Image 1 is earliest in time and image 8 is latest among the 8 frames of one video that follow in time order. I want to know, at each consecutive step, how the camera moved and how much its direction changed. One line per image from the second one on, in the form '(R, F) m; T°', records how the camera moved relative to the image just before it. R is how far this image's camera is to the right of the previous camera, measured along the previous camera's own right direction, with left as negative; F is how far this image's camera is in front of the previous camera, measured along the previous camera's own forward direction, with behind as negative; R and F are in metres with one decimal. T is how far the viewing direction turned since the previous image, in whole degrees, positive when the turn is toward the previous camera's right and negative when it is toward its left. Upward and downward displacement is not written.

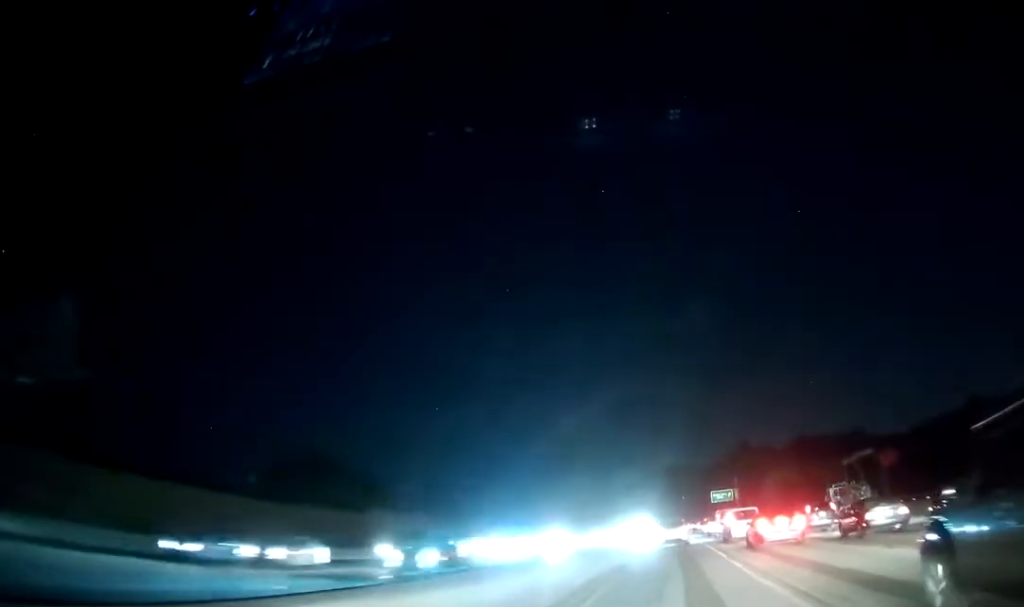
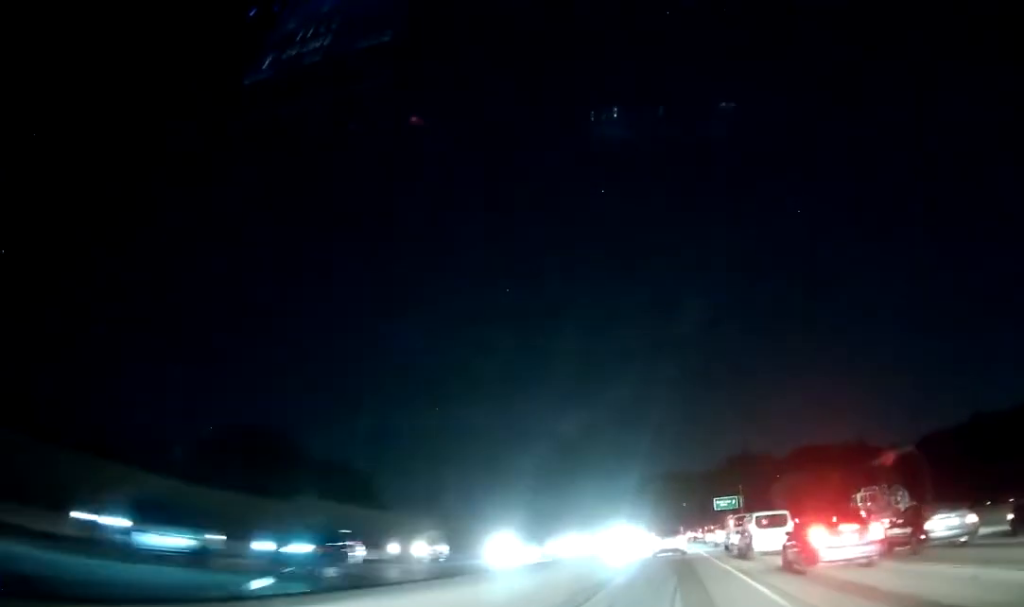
(+0.3, +13.7) m; +1°
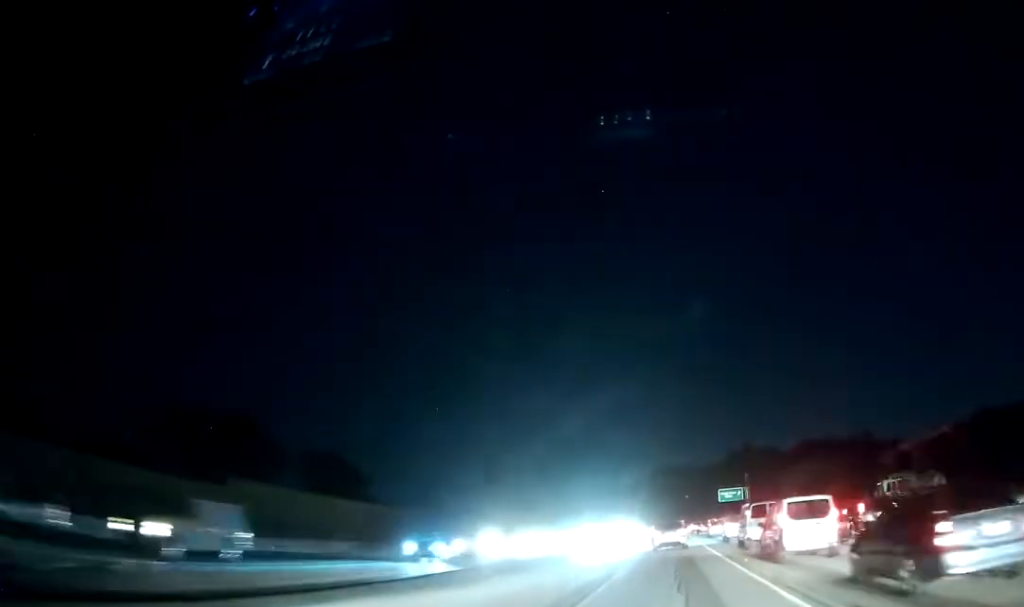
(0.0, +9.9) m; 0°
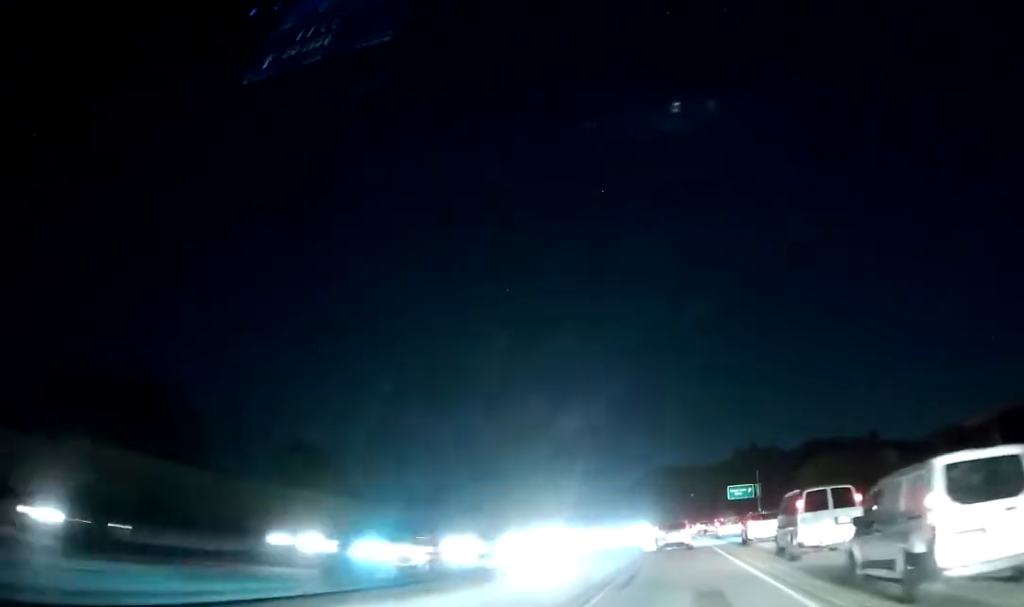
(0.0, +14.9) m; 0°
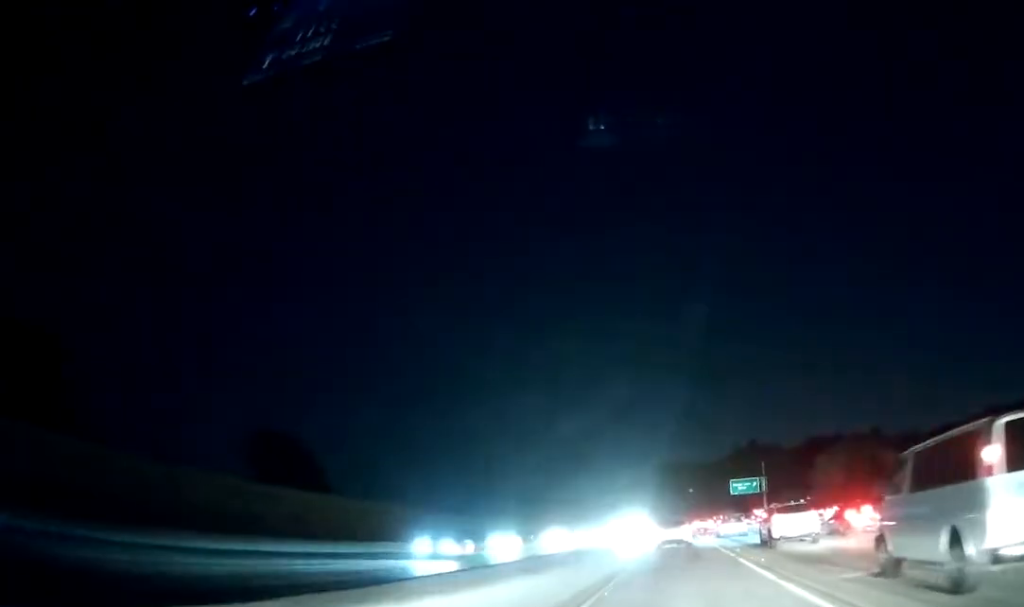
(0.0, +17.5) m; -1°
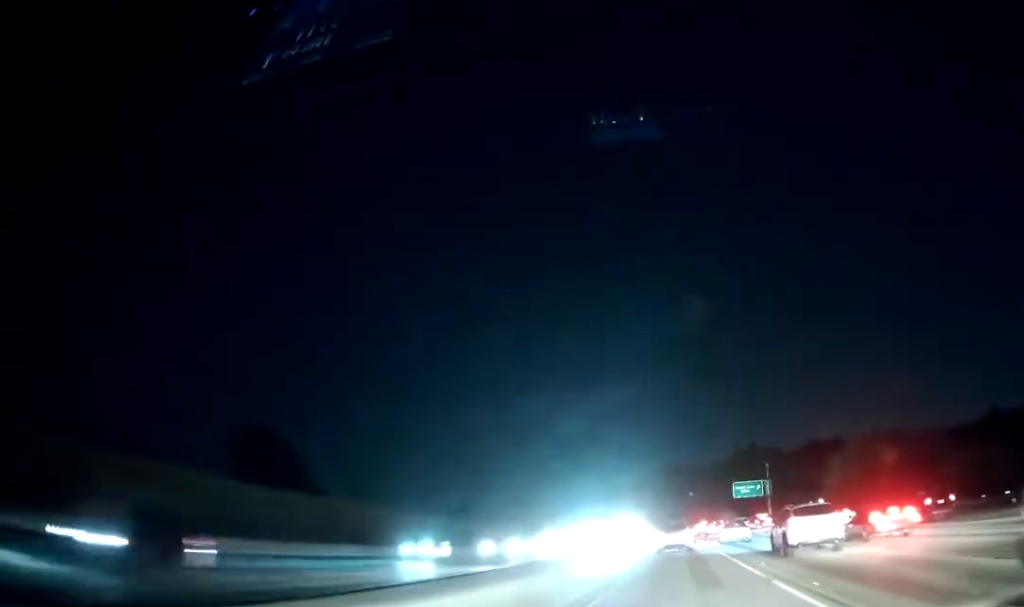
(-0.1, +7.8) m; 0°
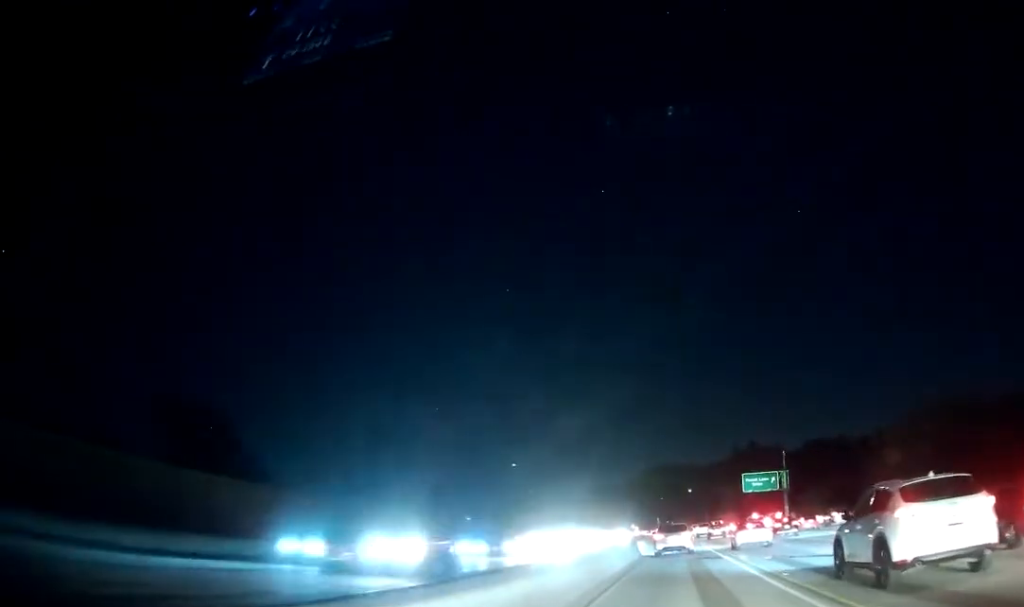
(+0.3, +27.6) m; +1°
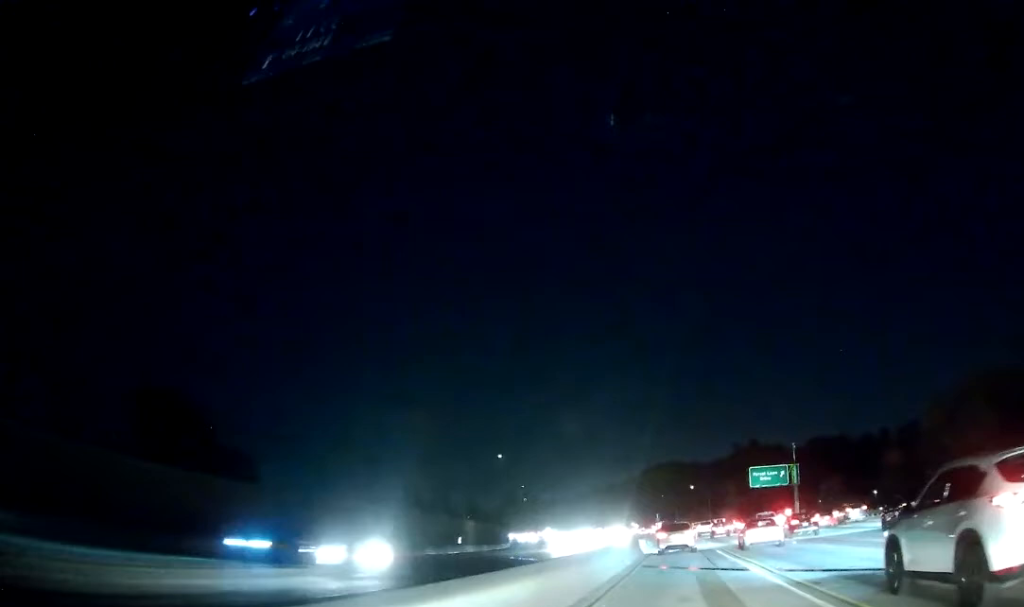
(-0.1, +10.2) m; -1°
